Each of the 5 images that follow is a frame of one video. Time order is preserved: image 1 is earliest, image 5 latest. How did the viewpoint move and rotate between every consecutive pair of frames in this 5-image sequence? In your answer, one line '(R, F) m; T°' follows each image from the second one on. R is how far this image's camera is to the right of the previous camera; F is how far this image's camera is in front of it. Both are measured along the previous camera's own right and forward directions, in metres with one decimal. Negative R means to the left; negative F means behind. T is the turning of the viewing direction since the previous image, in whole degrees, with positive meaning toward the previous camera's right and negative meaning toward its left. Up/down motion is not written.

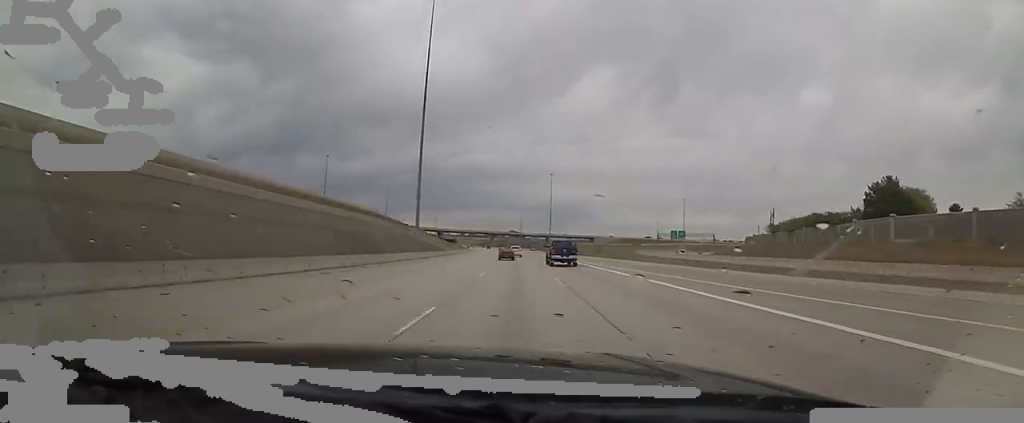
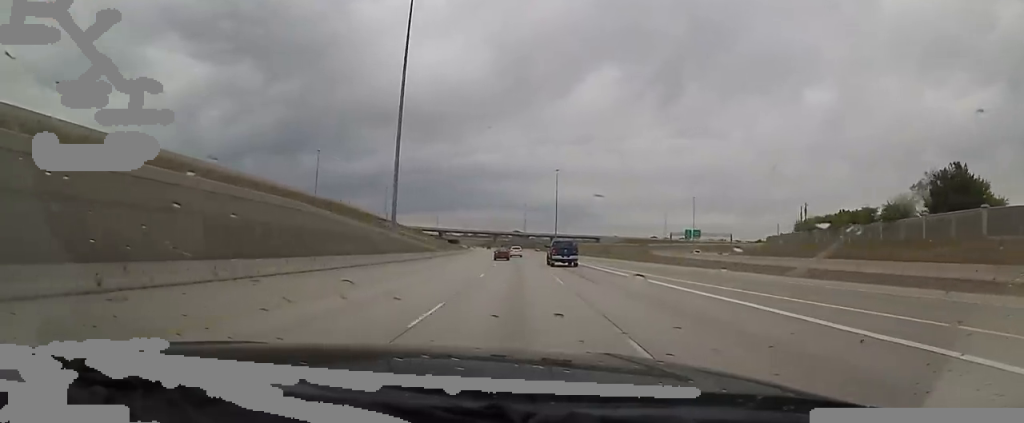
(-0.1, +14.0) m; 0°
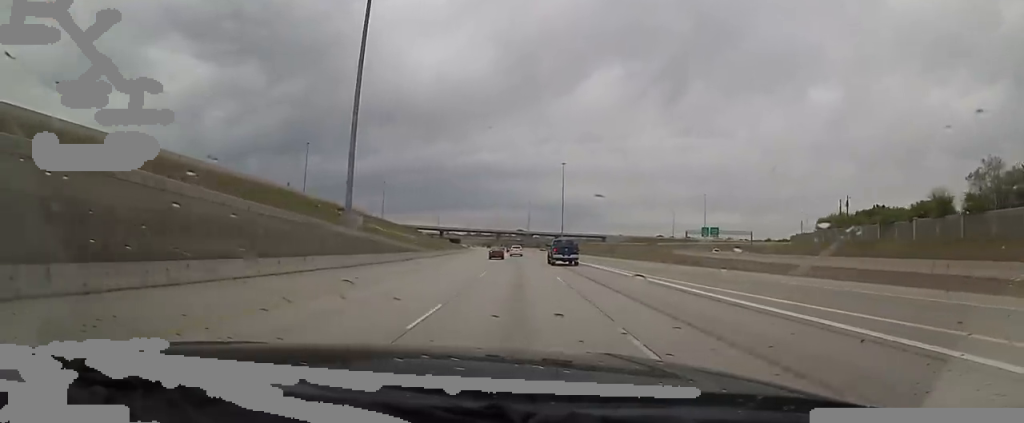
(-0.2, +15.1) m; 0°
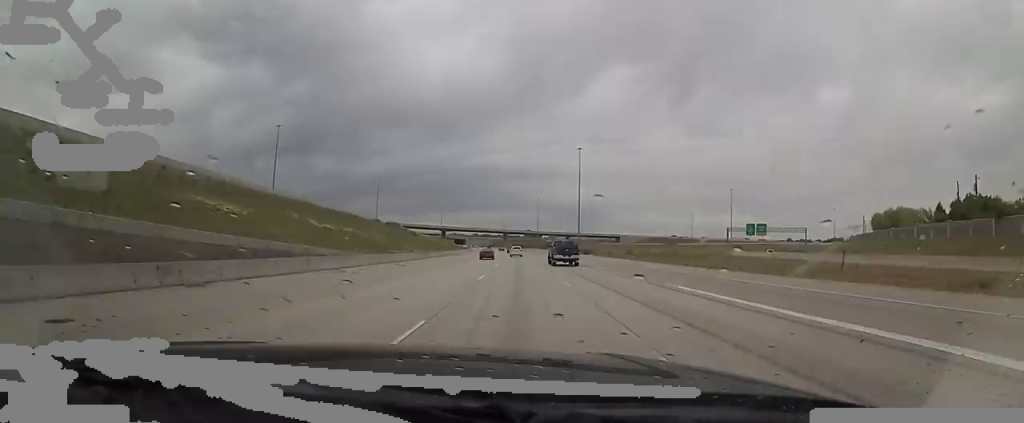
(0.0, +32.5) m; 0°
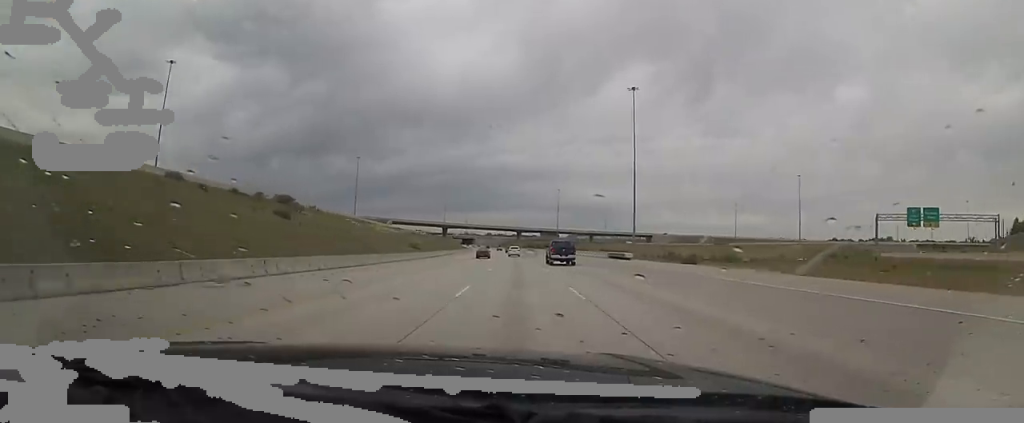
(-2.0, +64.4) m; -3°
